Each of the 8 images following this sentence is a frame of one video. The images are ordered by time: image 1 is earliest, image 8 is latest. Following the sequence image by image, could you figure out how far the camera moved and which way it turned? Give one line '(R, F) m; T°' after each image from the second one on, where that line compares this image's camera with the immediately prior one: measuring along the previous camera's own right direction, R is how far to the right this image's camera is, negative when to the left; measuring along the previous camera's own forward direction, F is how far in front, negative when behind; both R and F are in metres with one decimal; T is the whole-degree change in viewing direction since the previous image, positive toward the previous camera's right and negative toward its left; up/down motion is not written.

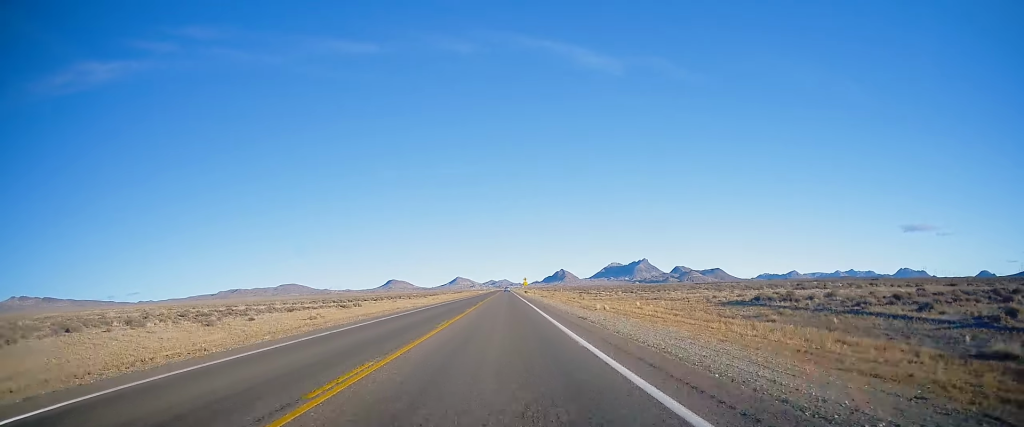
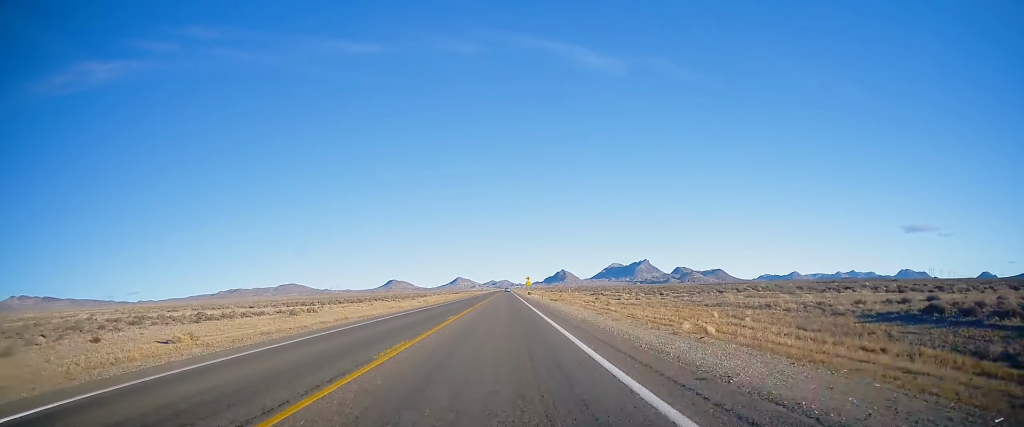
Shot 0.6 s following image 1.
(0.0, +20.5) m; 0°
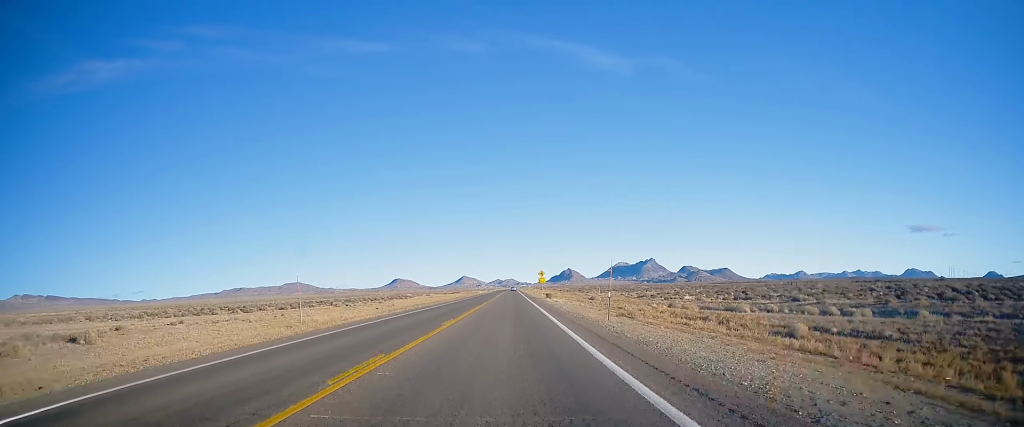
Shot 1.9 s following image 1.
(-0.2, +40.1) m; 0°
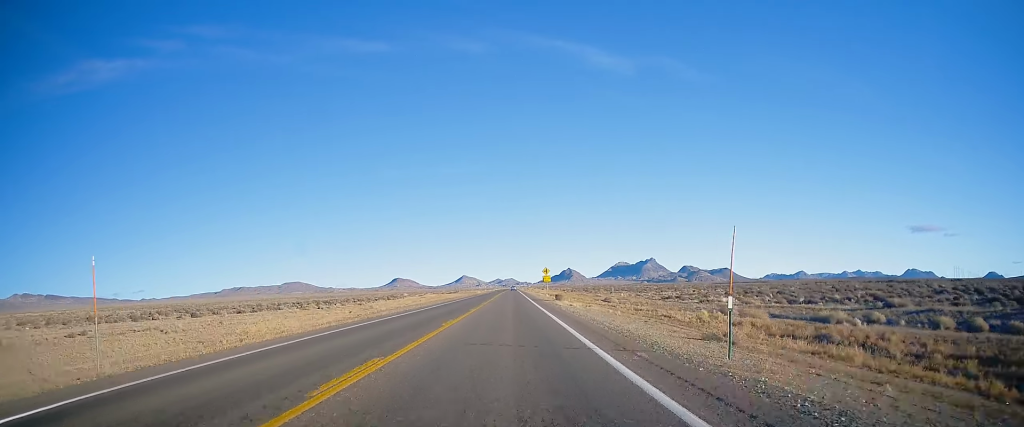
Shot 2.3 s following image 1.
(0.0, +13.0) m; 0°
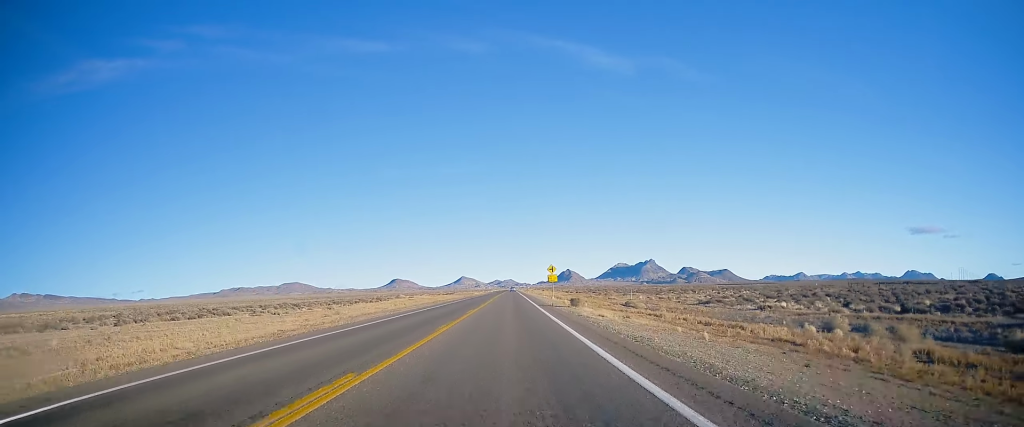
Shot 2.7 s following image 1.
(+0.1, +14.1) m; 0°
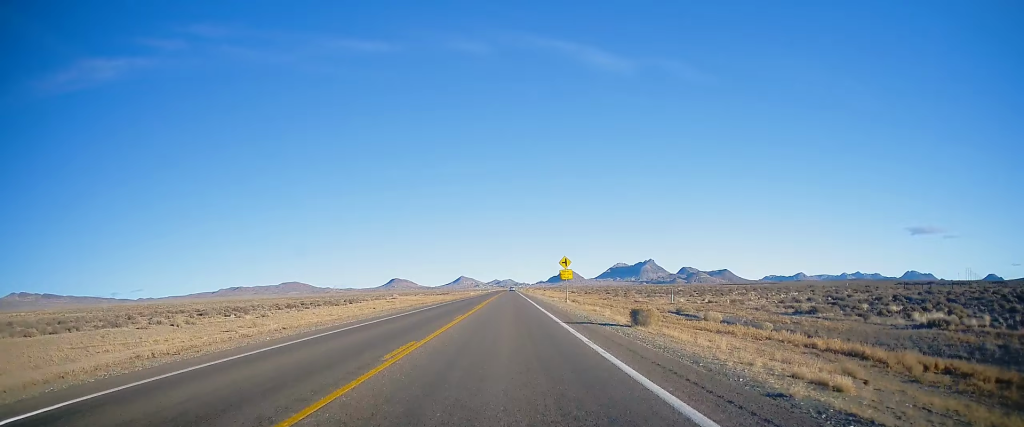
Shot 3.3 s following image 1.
(-0.2, +19.2) m; 0°
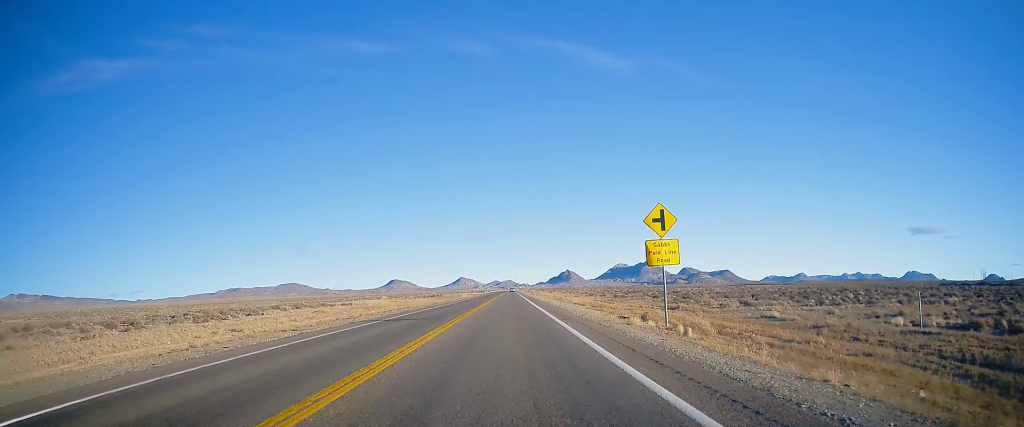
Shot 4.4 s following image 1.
(+0.1, +35.4) m; 0°
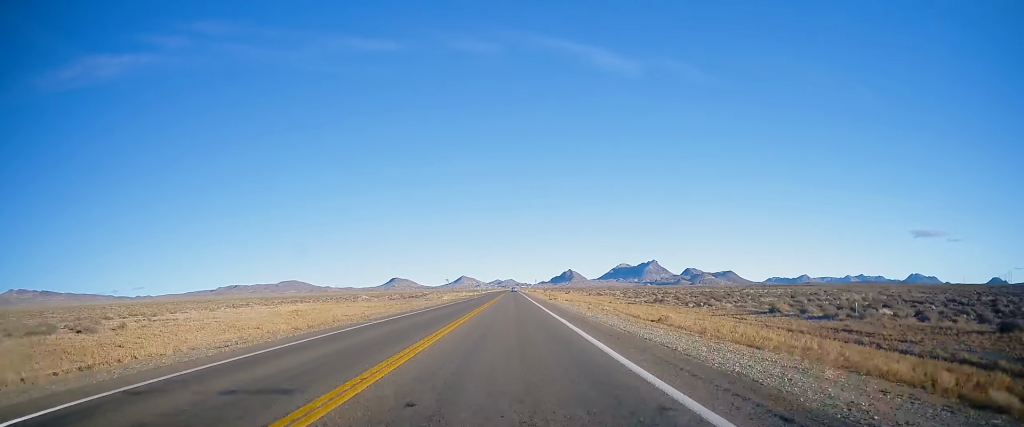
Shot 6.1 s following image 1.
(0.0, +55.4) m; 0°
